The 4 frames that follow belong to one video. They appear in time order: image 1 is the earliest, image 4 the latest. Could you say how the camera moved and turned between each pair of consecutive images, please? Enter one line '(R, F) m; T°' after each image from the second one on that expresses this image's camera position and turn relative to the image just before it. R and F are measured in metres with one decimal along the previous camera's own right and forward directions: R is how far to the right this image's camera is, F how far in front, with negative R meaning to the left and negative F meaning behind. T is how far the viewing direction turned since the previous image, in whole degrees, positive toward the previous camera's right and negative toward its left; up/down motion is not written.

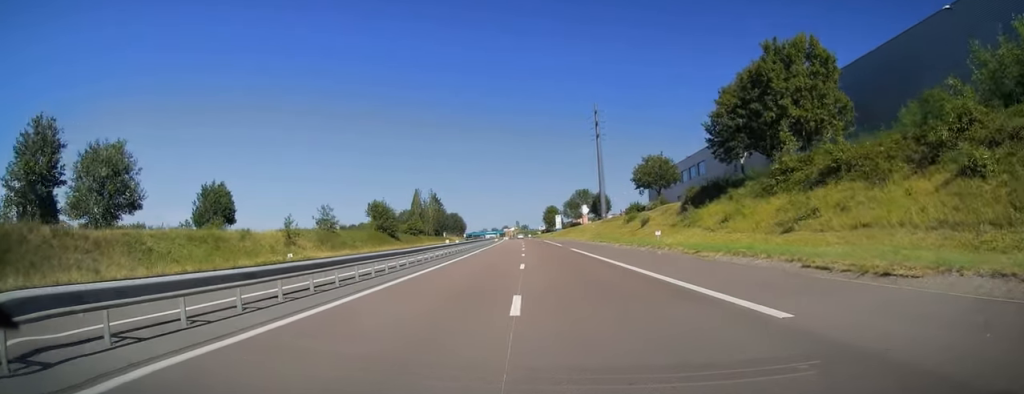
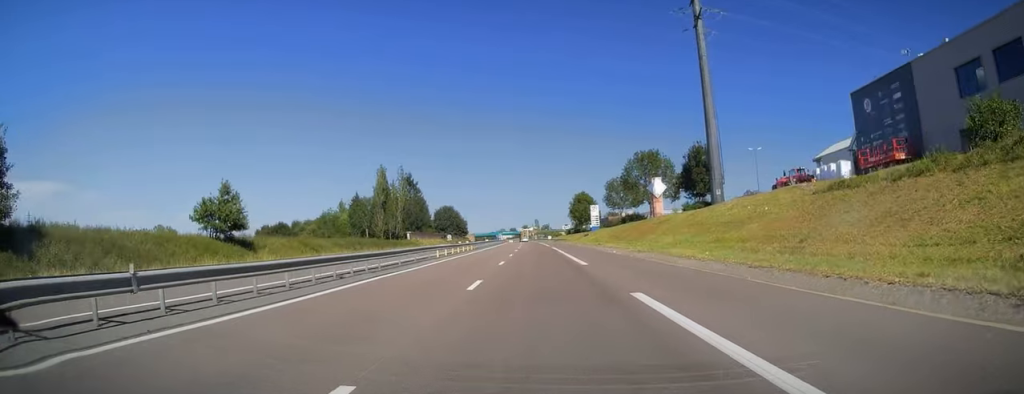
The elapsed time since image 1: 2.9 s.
(-0.7, +84.9) m; -2°
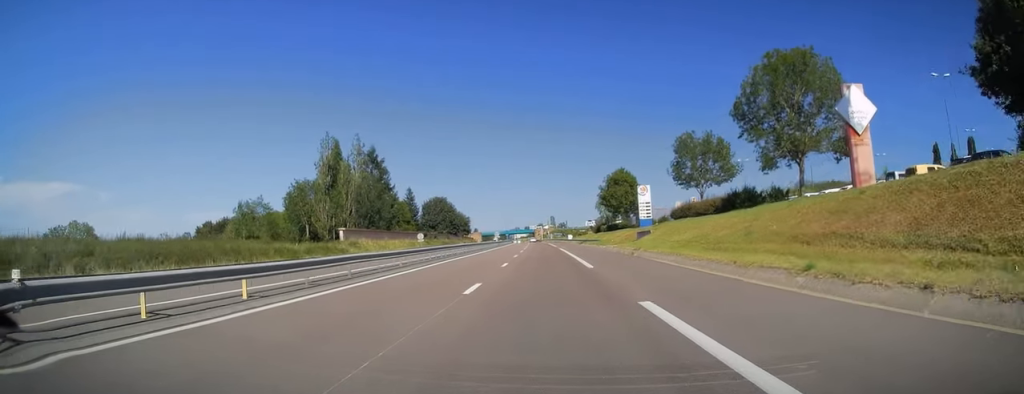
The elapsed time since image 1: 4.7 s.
(-0.7, +52.5) m; -2°
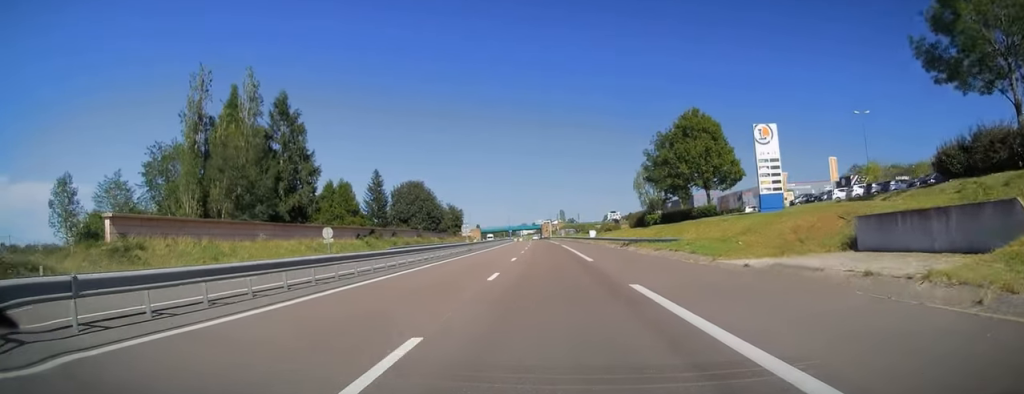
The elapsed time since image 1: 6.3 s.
(-0.2, +48.1) m; -1°
